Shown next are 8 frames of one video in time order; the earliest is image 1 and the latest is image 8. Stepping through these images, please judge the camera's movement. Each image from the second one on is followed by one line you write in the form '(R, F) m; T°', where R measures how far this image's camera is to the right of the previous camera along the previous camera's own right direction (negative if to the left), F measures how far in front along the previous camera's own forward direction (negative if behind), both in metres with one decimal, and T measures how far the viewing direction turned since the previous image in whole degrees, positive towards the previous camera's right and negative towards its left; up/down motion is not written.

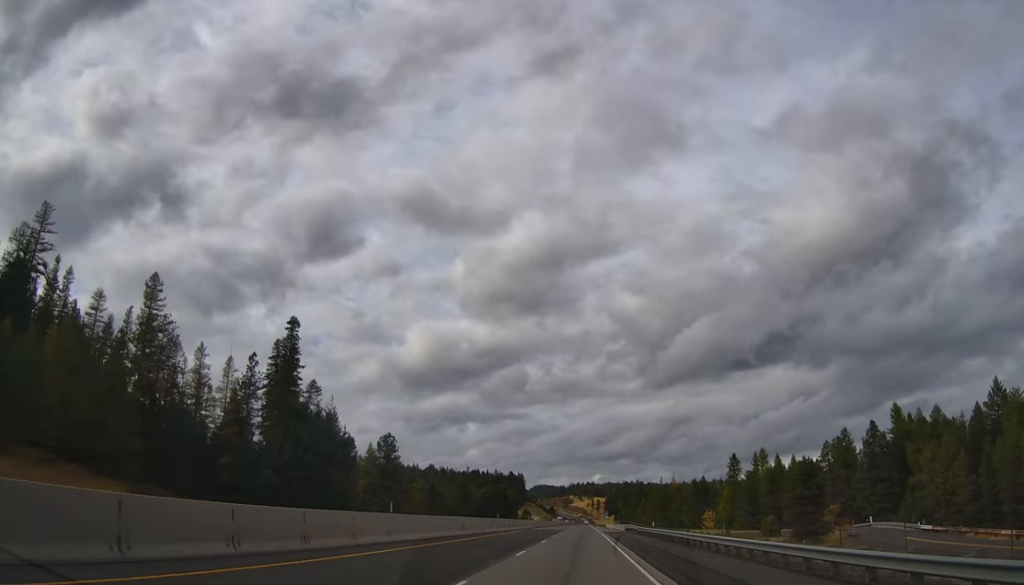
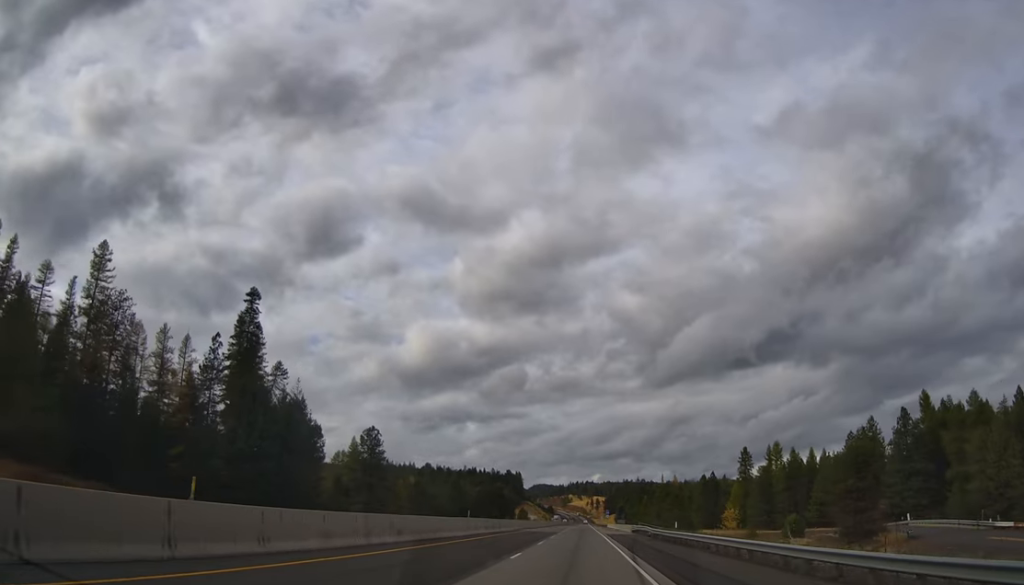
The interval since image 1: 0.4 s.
(+0.3, +13.8) m; 0°
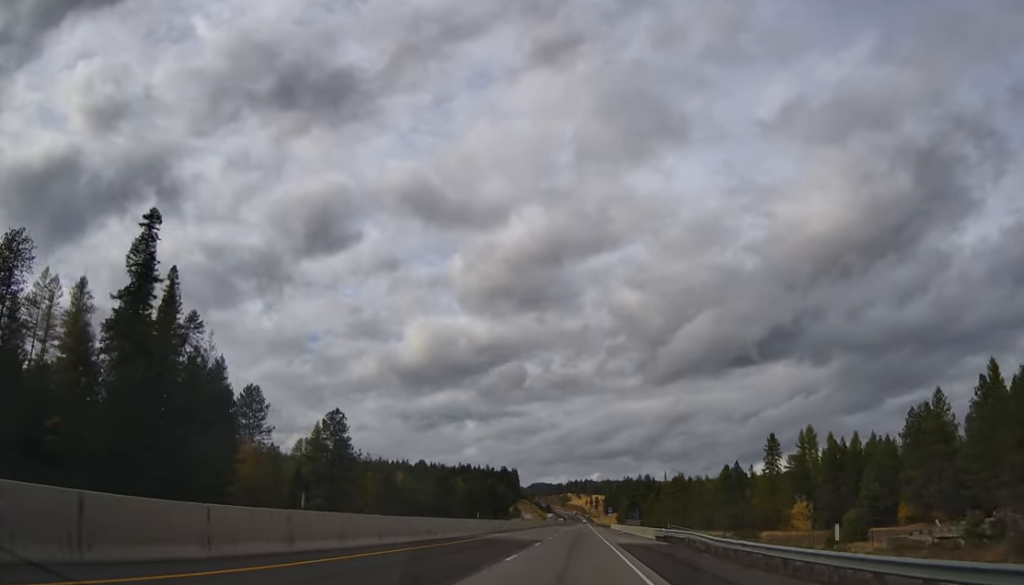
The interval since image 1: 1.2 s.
(0.0, +25.5) m; 0°
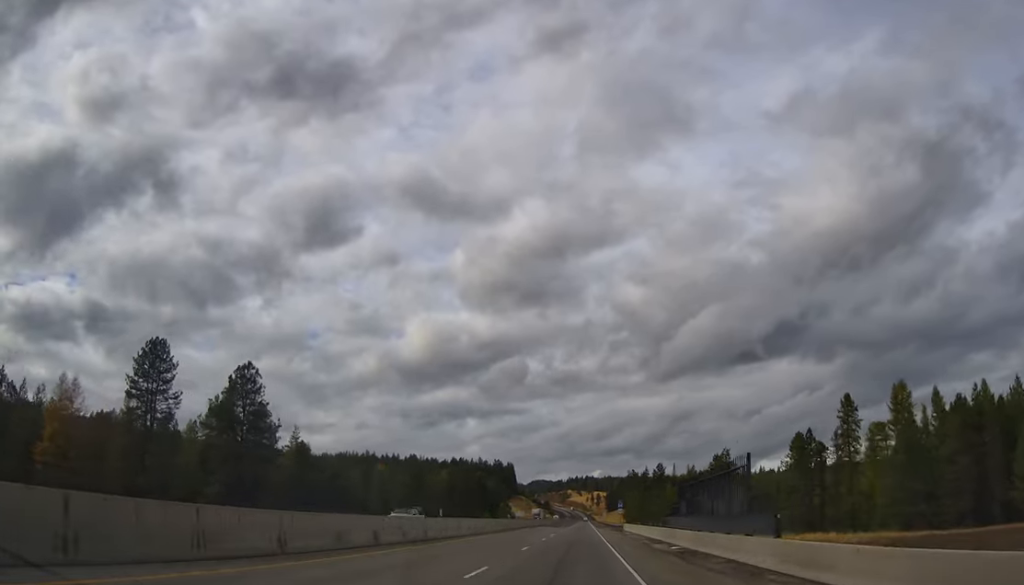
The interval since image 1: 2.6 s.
(-0.5, +42.4) m; -1°
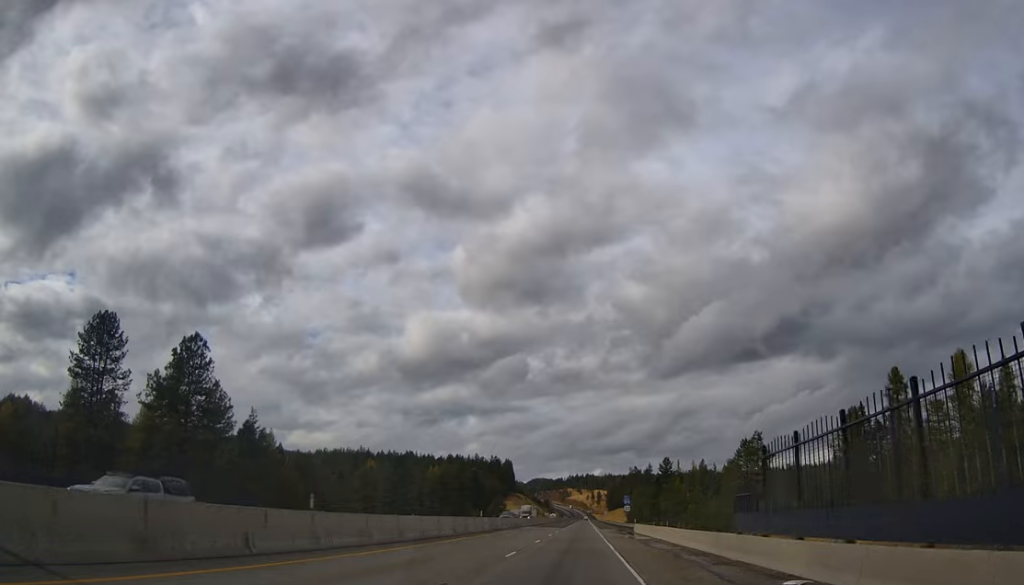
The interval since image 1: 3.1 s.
(+0.1, +17.0) m; 0°
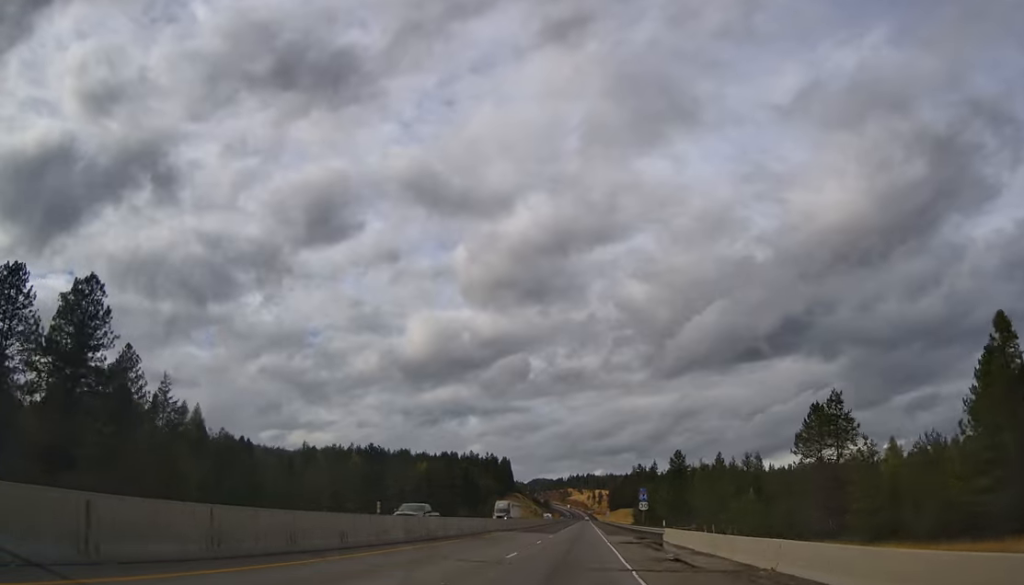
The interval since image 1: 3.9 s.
(+0.2, +24.5) m; 0°
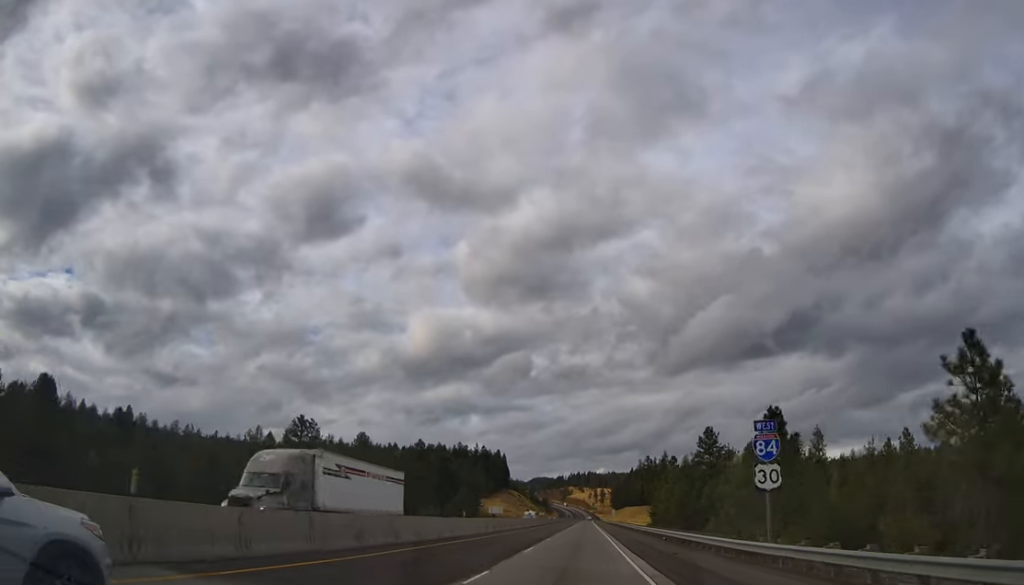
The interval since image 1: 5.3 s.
(-0.2, +44.8) m; 0°
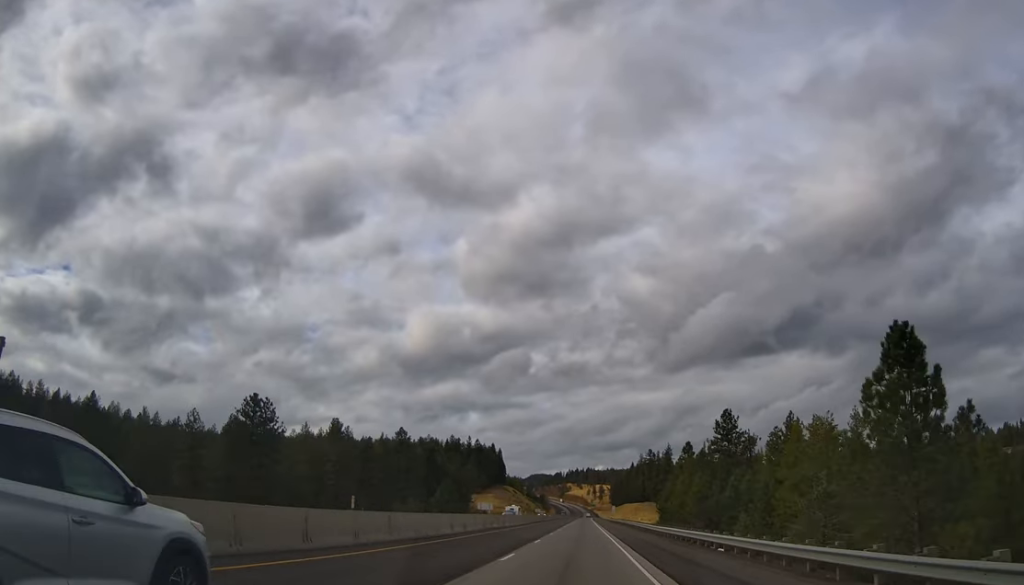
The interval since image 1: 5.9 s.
(+0.2, +19.3) m; 0°
